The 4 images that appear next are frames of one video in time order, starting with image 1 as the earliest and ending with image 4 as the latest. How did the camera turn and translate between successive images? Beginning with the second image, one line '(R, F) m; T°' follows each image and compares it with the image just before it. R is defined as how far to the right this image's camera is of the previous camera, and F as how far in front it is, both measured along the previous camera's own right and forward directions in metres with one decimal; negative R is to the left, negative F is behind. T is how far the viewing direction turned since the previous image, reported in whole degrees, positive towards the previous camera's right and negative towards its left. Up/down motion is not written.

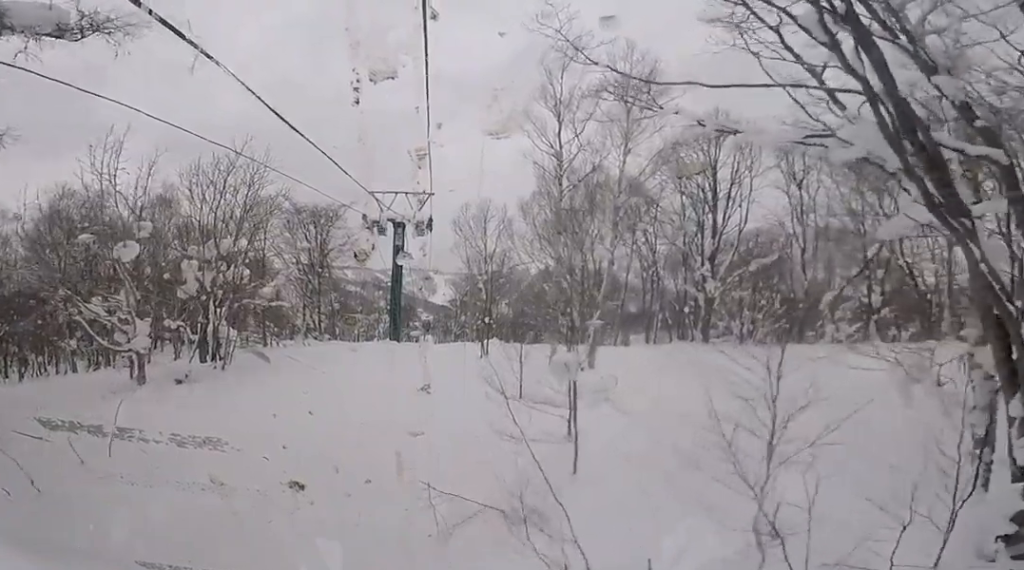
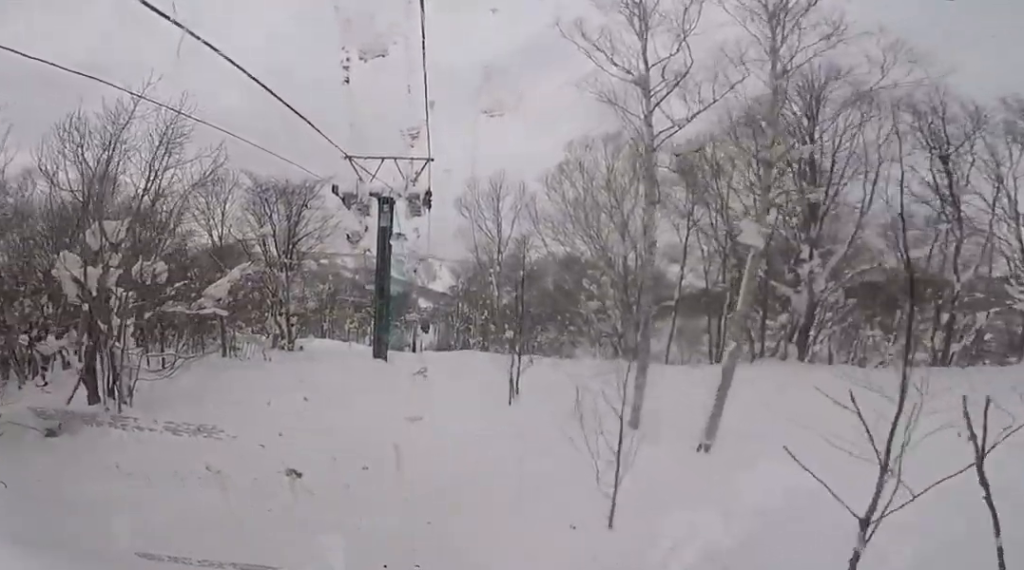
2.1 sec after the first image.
(-1.0, +8.3) m; -8°
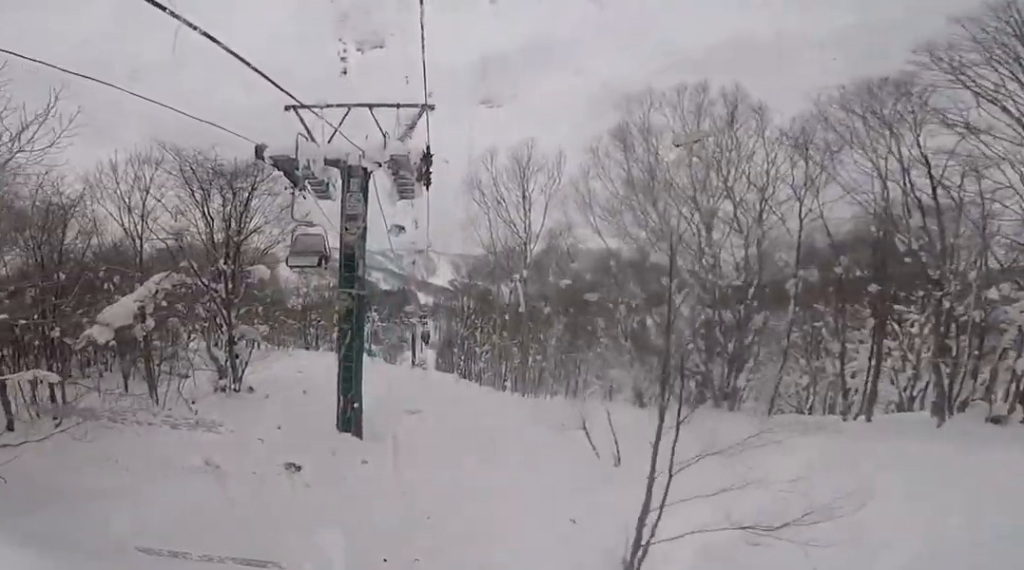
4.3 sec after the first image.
(0.0, +8.9) m; 0°
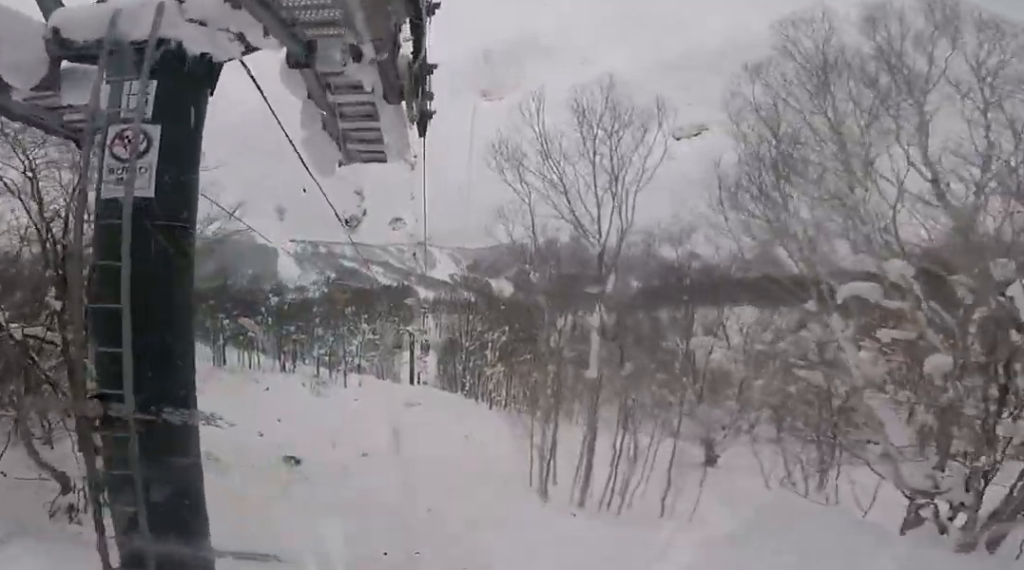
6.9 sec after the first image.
(0.0, +9.7) m; 0°
